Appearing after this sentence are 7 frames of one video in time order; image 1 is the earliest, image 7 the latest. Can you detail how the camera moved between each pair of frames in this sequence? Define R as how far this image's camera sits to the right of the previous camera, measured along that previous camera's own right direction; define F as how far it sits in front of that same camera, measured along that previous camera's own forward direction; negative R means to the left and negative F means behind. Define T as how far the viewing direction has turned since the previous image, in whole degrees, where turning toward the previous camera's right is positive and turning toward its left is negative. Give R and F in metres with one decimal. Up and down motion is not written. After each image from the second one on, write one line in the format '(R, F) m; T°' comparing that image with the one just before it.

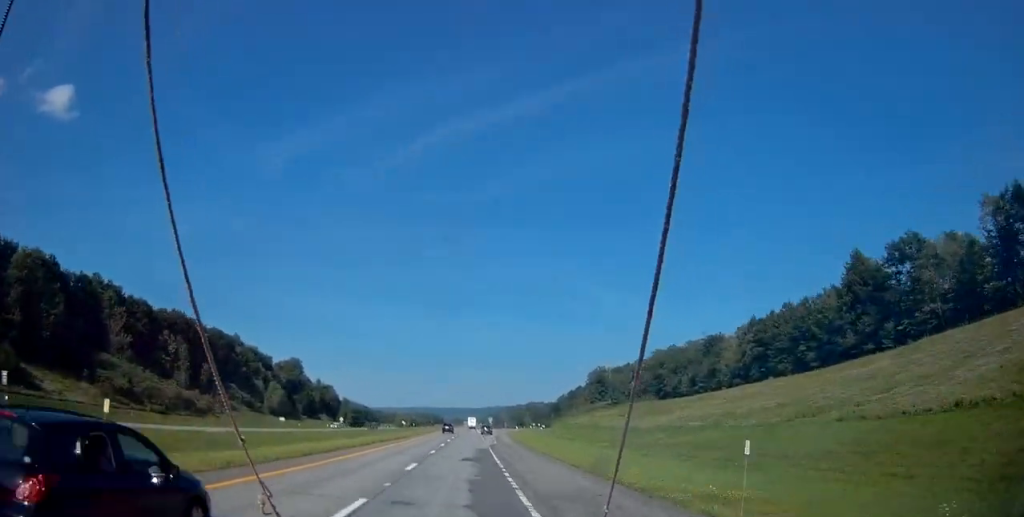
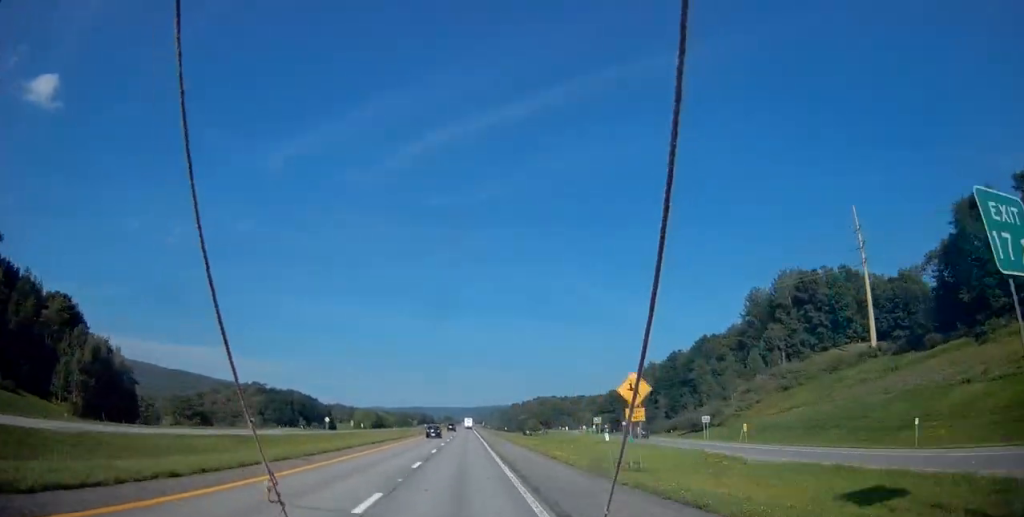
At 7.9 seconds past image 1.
(-0.3, +202.6) m; 0°
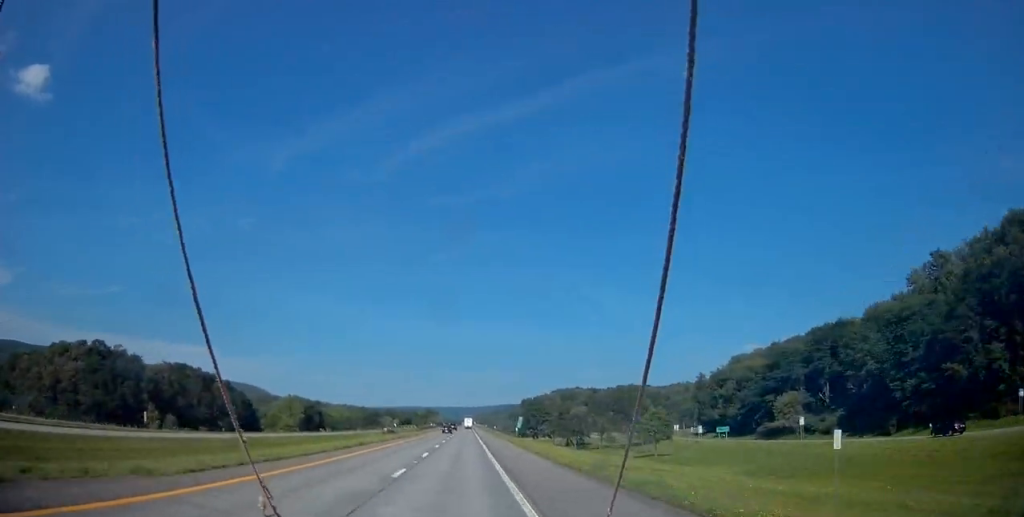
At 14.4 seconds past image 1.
(+0.1, +191.1) m; 0°
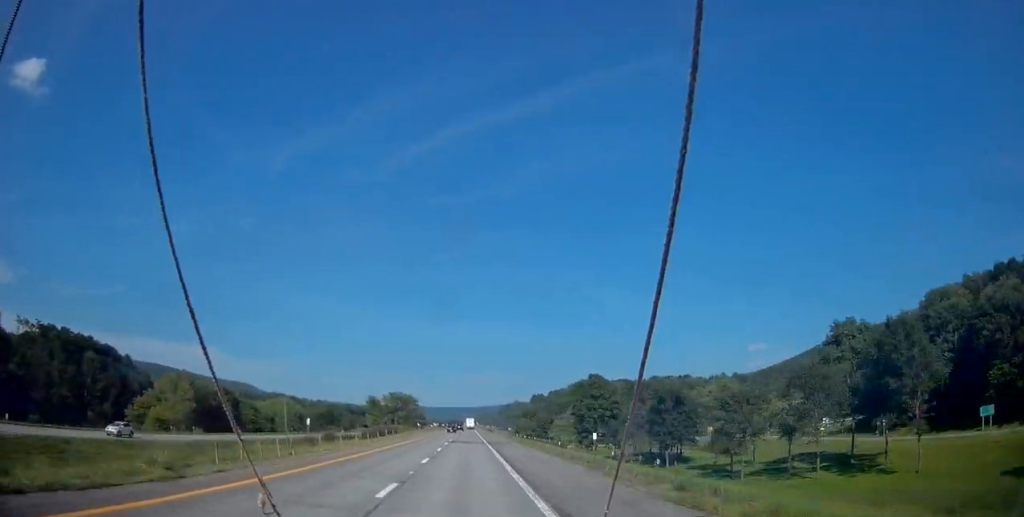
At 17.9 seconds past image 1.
(-0.2, +101.7) m; 0°
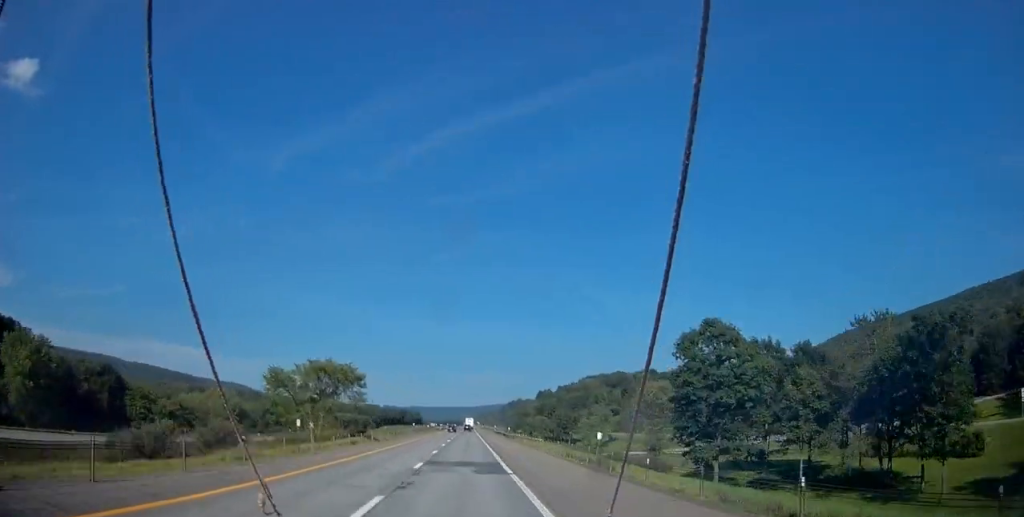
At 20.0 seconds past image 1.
(-0.1, +61.1) m; 0°
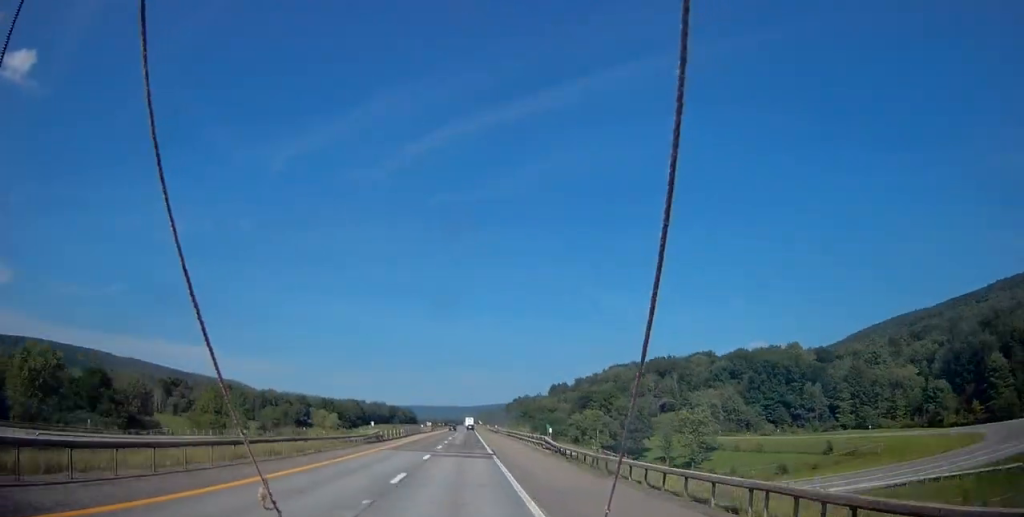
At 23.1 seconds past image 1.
(0.0, +89.8) m; 0°
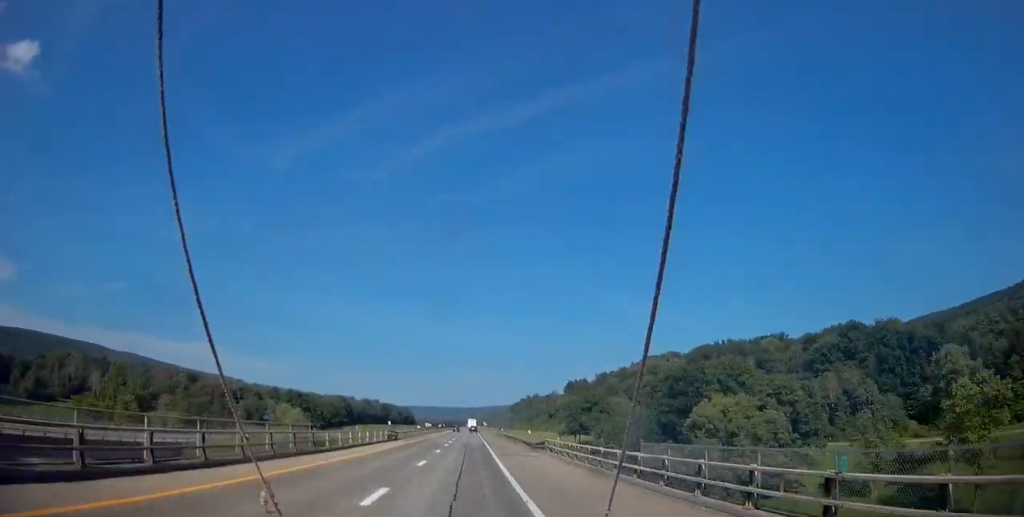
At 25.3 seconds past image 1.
(+0.2, +71.3) m; 0°
